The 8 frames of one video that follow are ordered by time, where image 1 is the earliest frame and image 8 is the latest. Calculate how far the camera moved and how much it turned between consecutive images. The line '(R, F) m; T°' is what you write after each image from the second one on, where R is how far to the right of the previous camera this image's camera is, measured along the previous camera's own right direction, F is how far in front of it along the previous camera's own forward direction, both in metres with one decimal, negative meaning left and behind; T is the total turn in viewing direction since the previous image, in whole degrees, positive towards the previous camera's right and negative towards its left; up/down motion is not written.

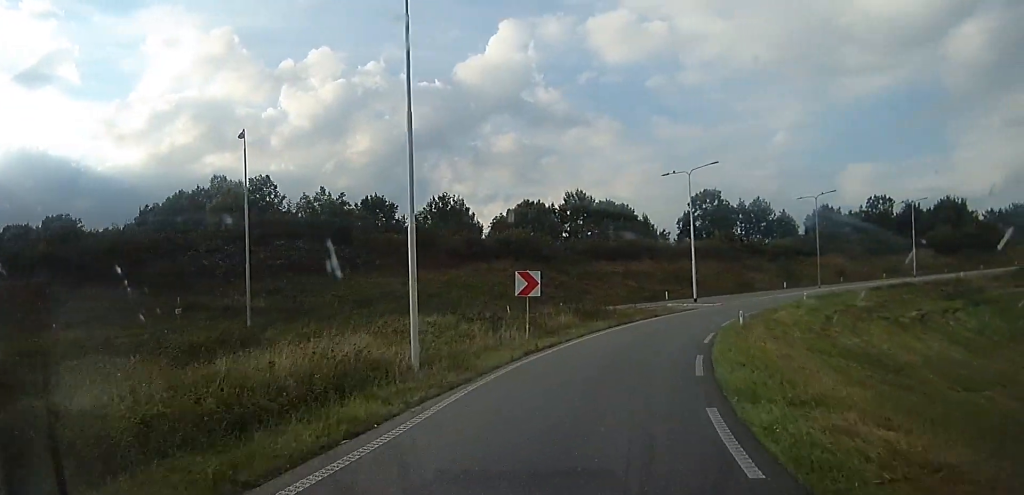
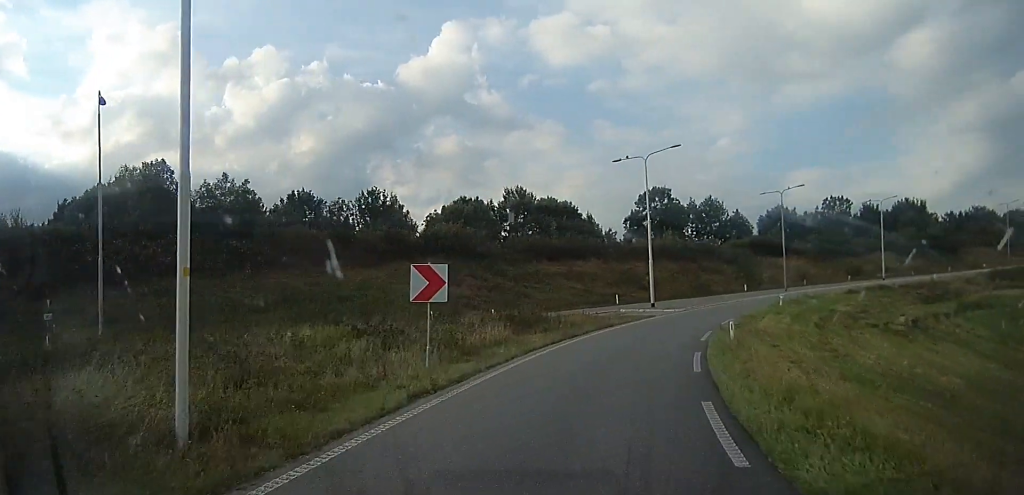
(+0.5, +5.5) m; +7°
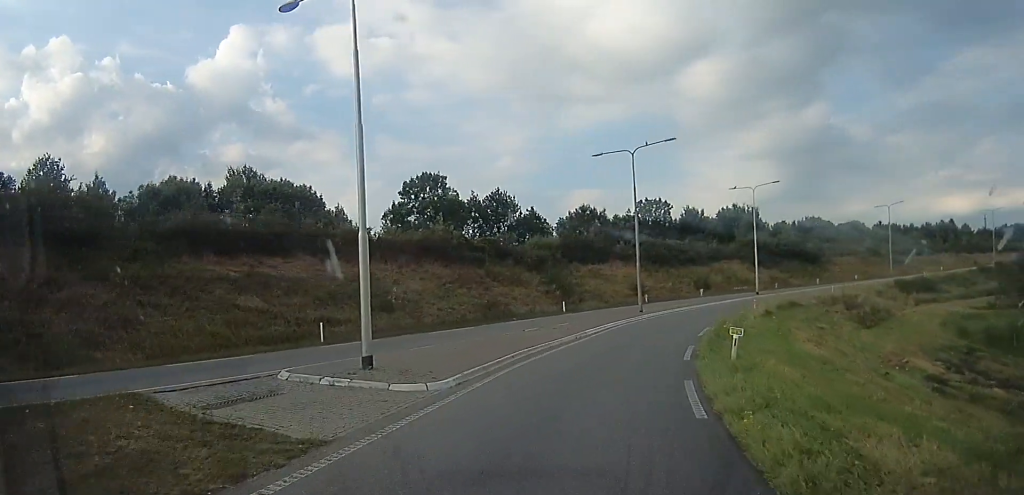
(+2.7, +21.3) m; +18°
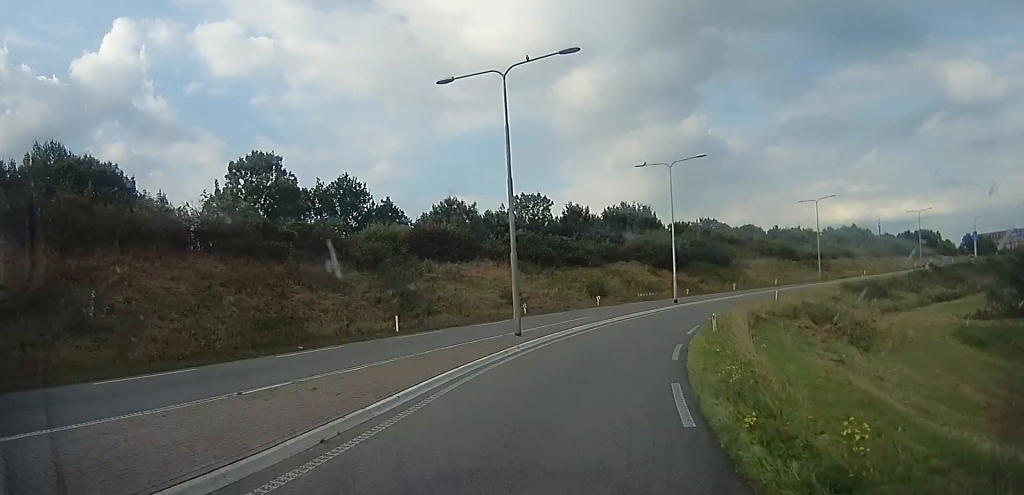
(+2.2, +12.1) m; +26°
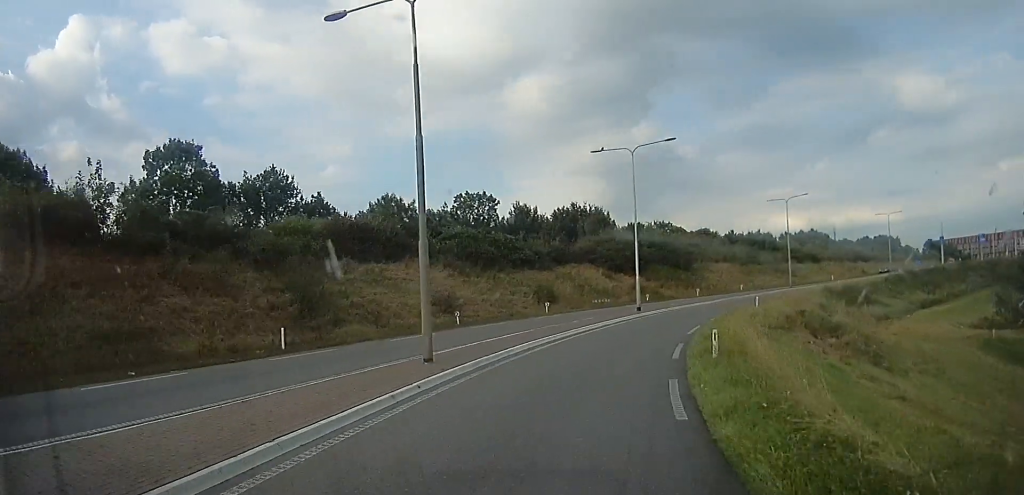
(+1.4, +5.2) m; +7°
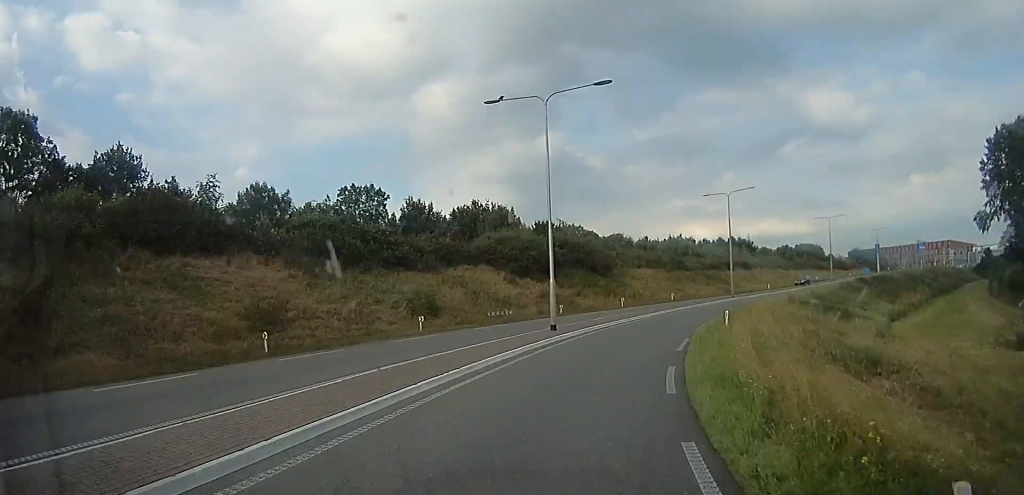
(+1.6, +9.6) m; +10°
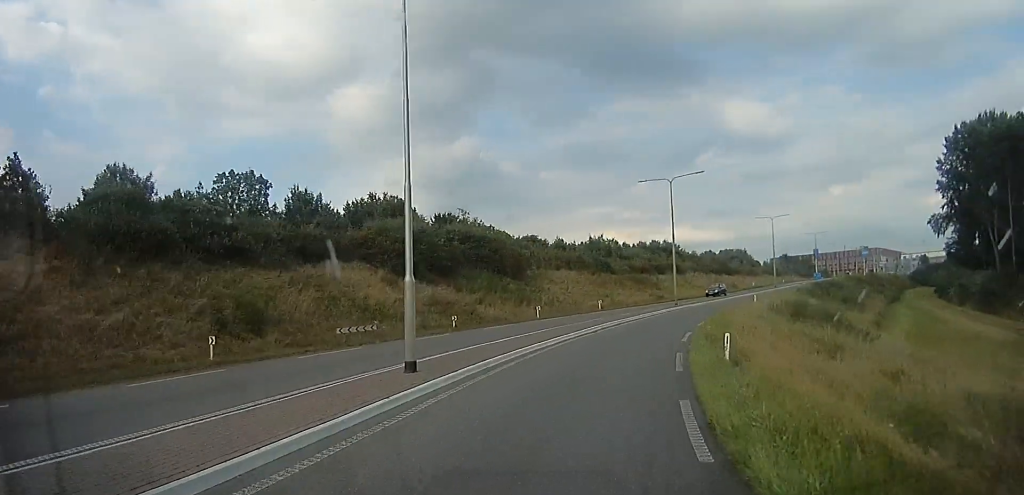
(+0.1, +9.4) m; 0°
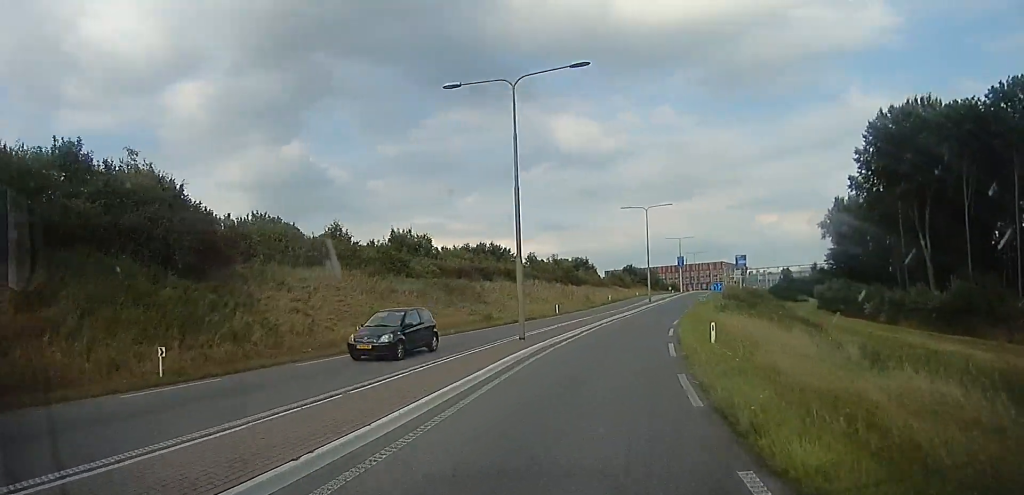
(+0.1, +20.8) m; +8°
